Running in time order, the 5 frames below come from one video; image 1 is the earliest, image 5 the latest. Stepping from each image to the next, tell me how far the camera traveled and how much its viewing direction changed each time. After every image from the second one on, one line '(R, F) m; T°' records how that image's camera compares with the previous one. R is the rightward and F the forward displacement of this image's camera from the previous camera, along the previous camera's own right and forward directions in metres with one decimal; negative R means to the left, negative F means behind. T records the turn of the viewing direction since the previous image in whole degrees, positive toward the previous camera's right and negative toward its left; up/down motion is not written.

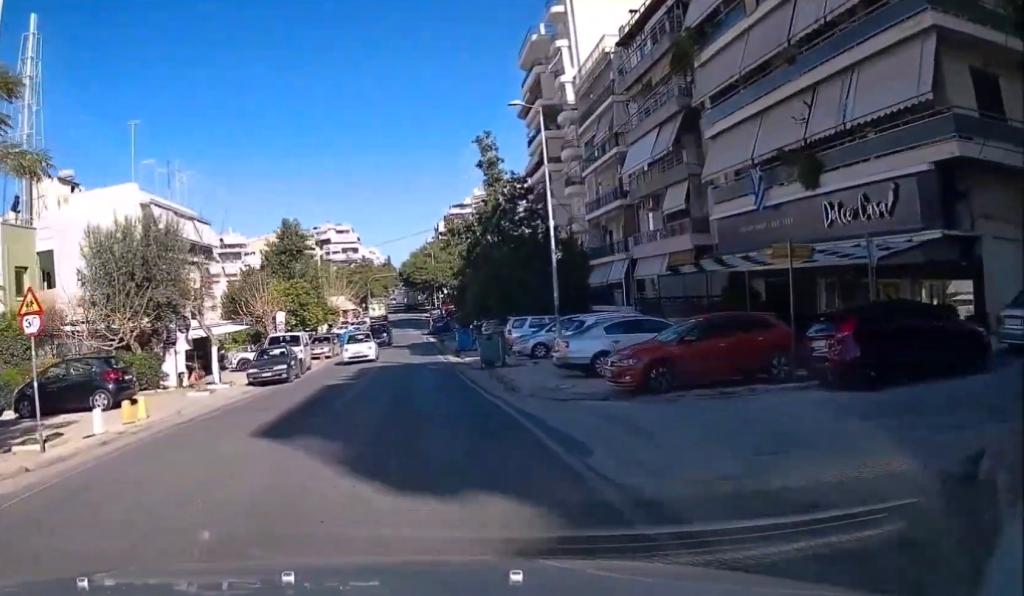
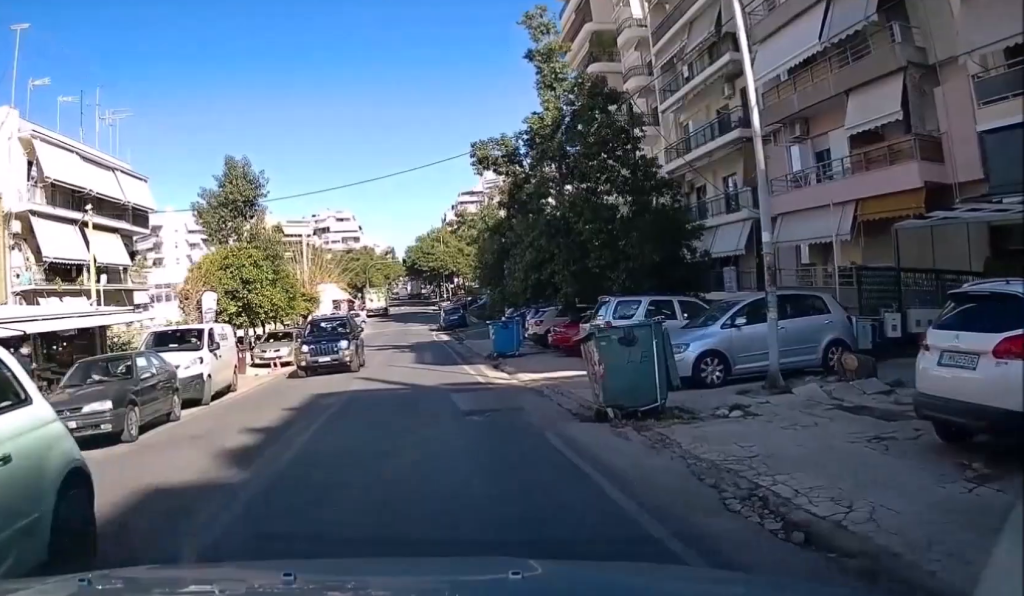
(0.0, +17.5) m; 0°
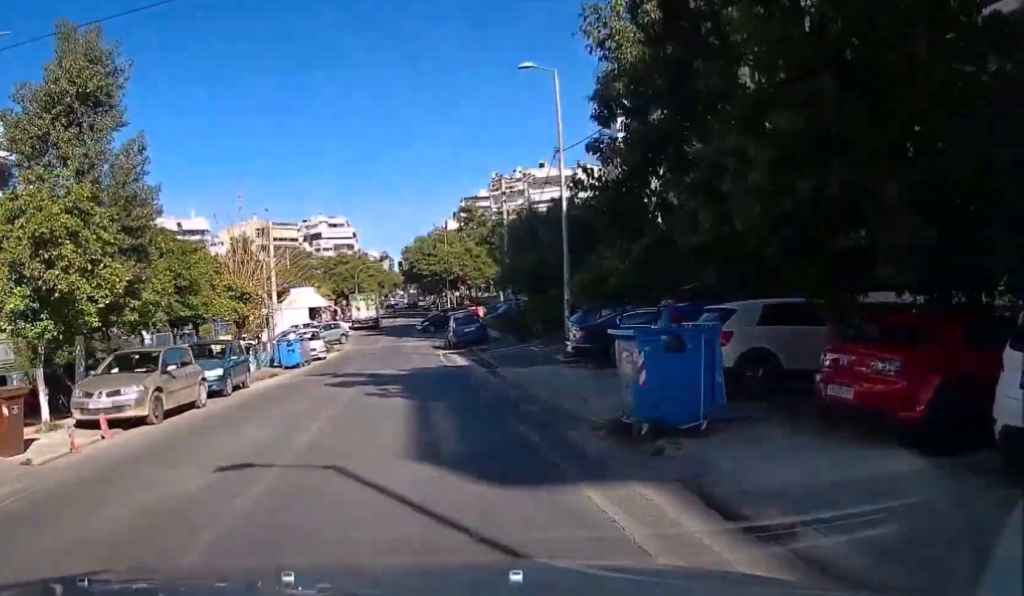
(0.0, +17.1) m; -1°
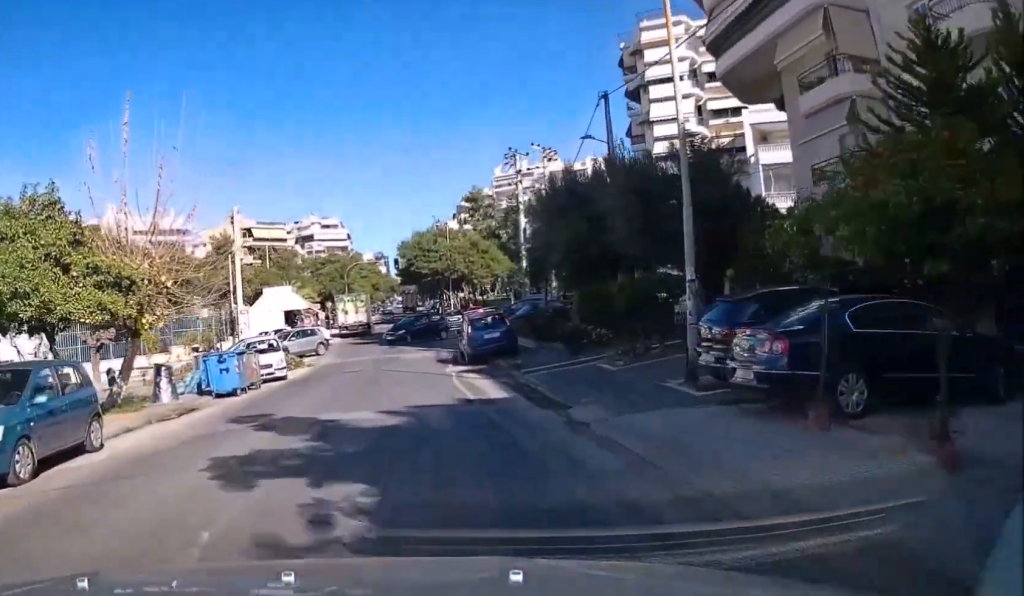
(-0.3, +11.1) m; -1°
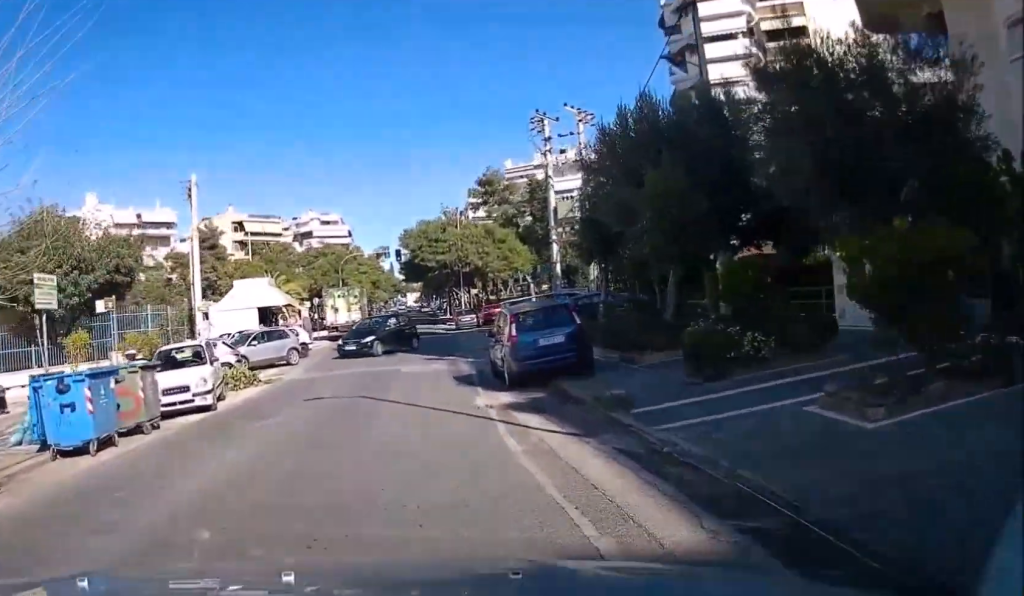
(+0.2, +10.5) m; +2°
